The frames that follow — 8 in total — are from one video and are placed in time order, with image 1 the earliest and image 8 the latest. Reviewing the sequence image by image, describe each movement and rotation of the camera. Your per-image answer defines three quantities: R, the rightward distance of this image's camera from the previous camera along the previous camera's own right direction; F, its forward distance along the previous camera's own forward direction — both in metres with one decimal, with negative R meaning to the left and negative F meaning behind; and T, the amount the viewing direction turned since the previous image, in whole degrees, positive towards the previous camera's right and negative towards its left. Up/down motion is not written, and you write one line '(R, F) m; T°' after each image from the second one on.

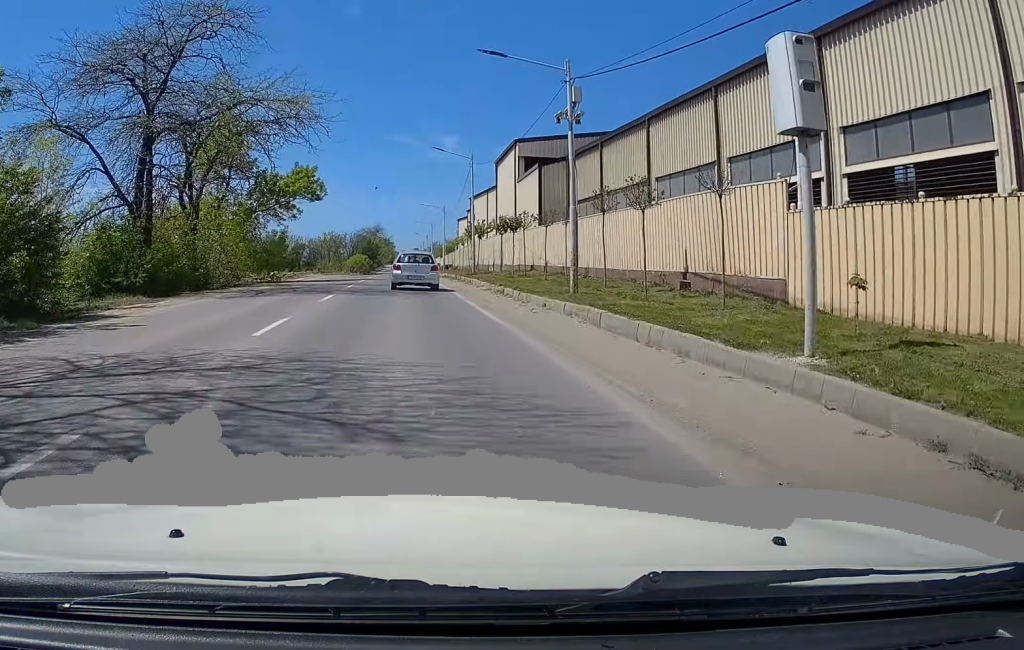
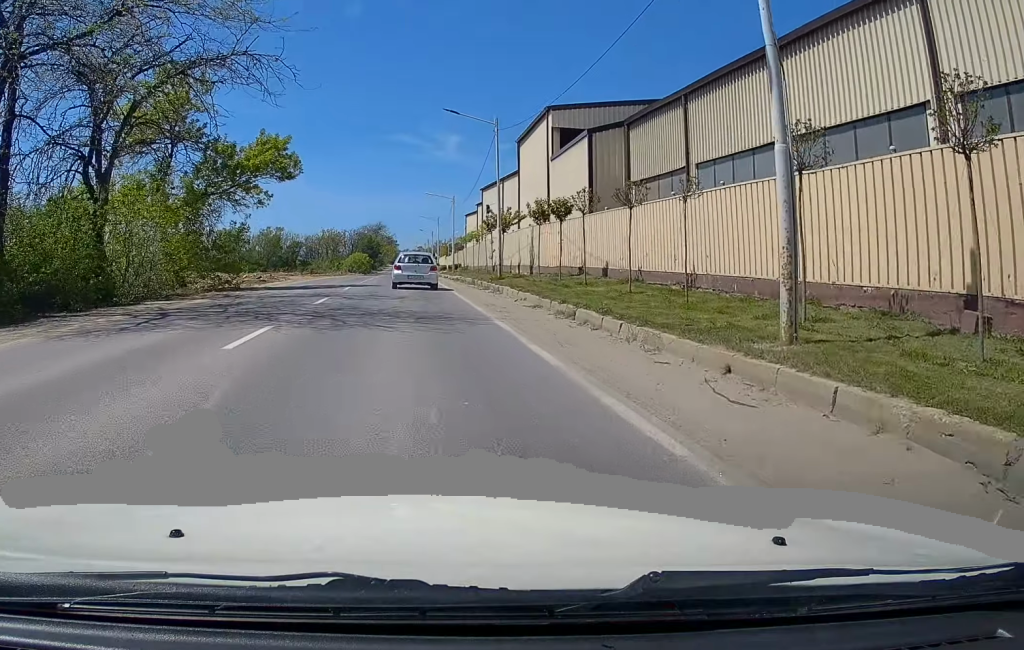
(0.0, +10.6) m; 0°
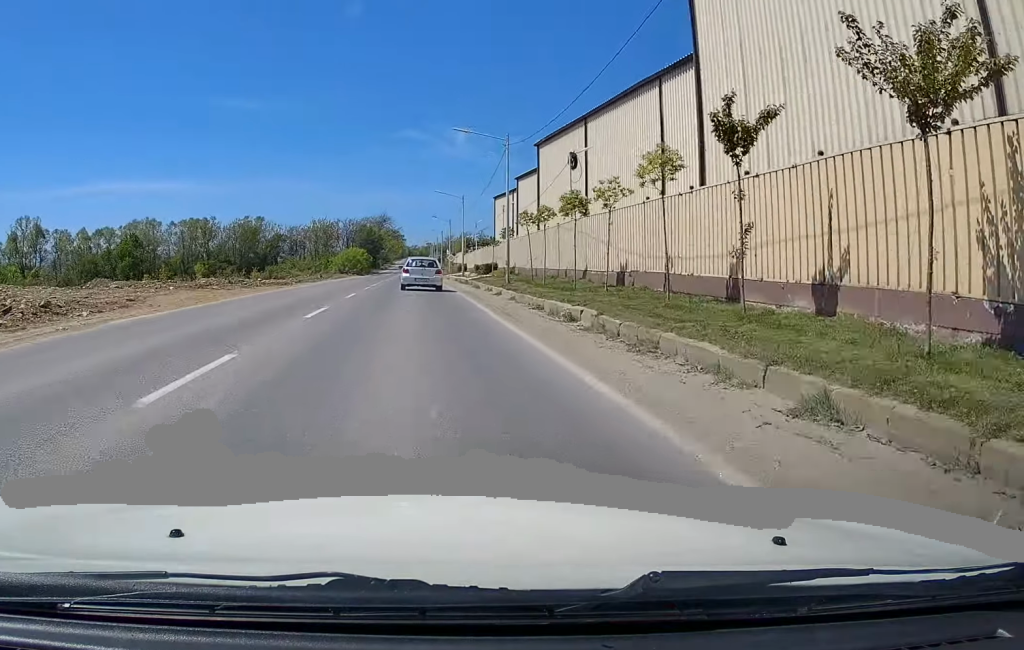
(-0.8, +29.8) m; -2°
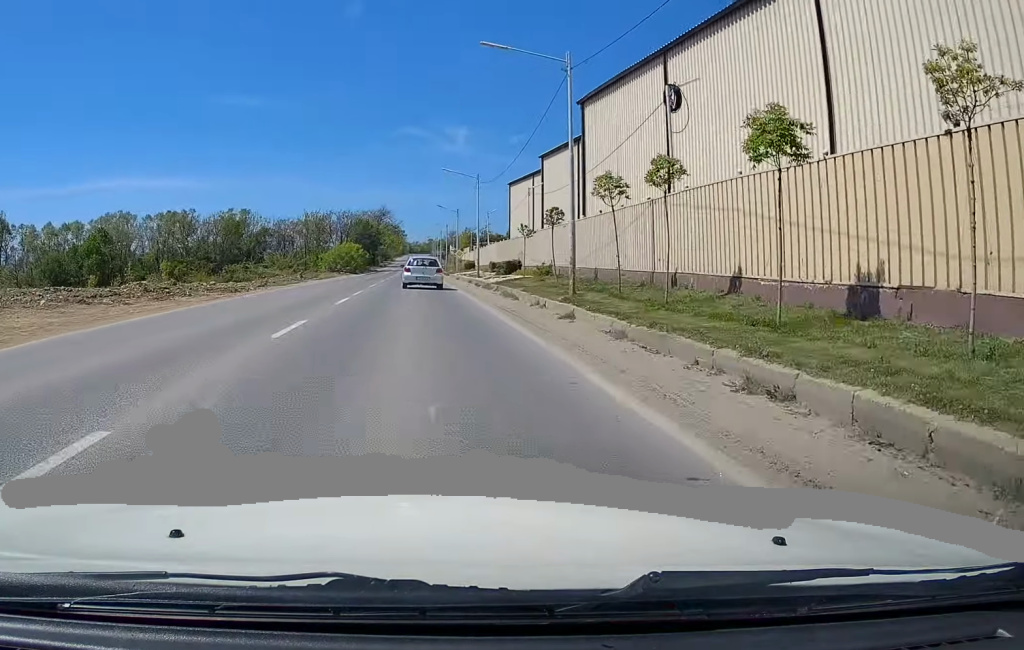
(+0.1, +12.6) m; 0°
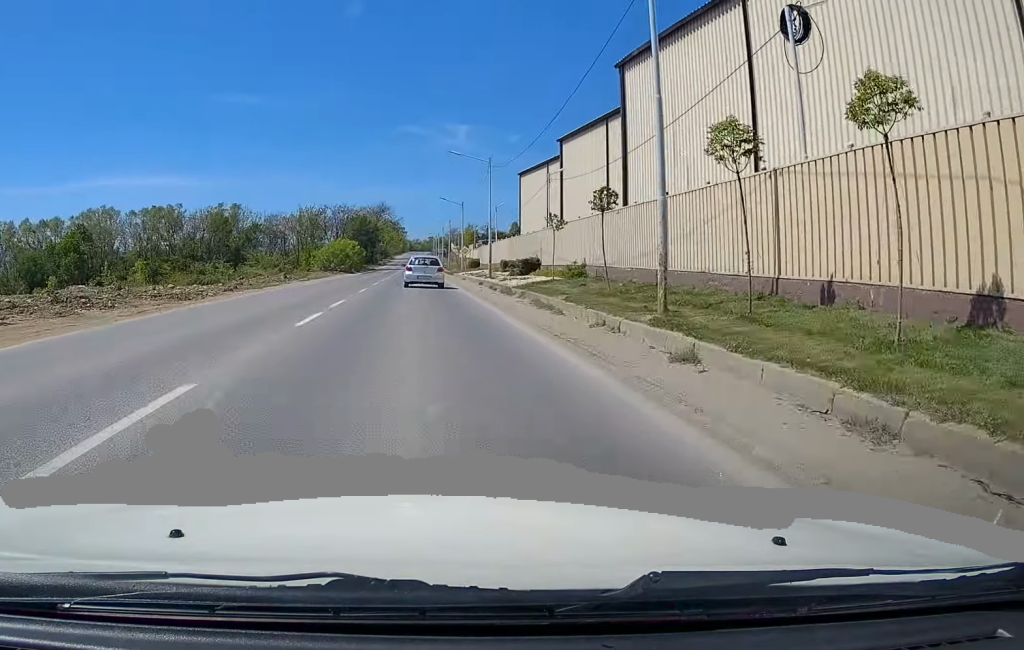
(0.0, +7.1) m; 0°
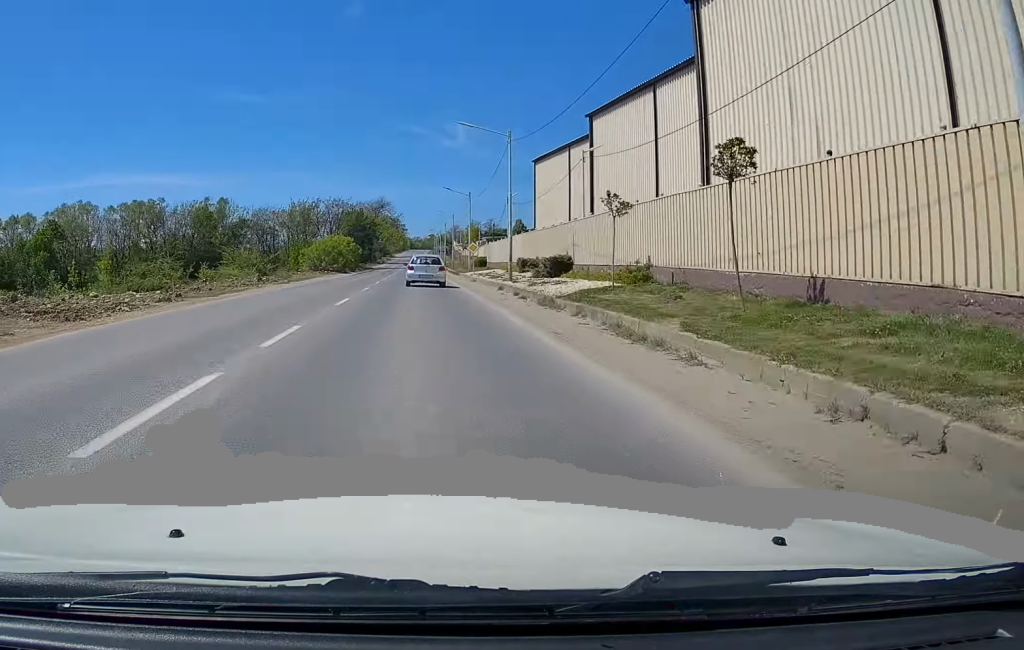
(0.0, +8.3) m; 0°
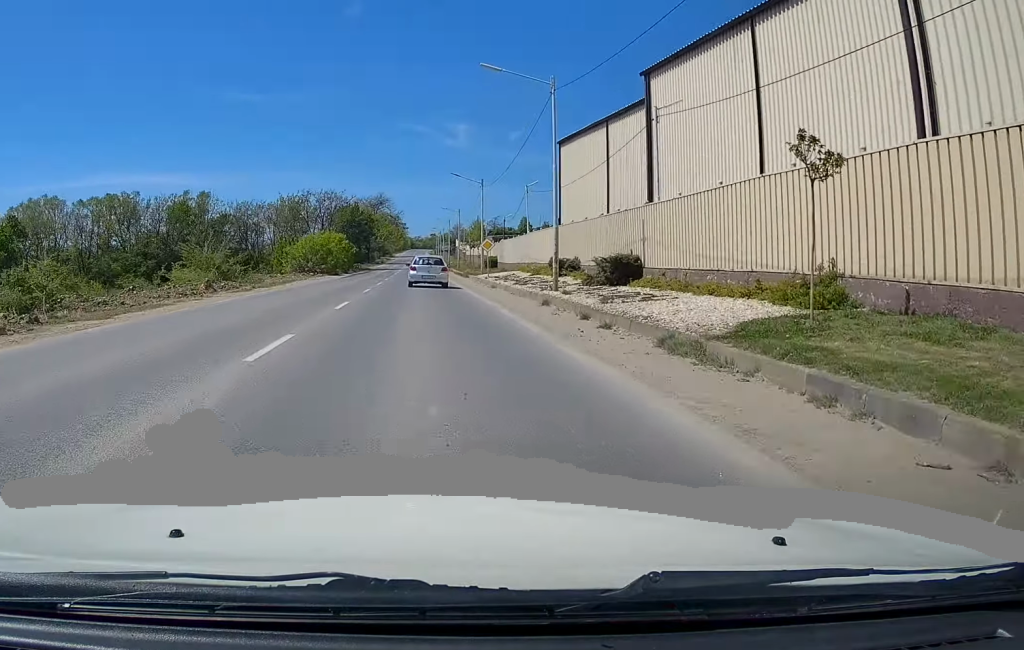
(0.0, +10.0) m; +1°
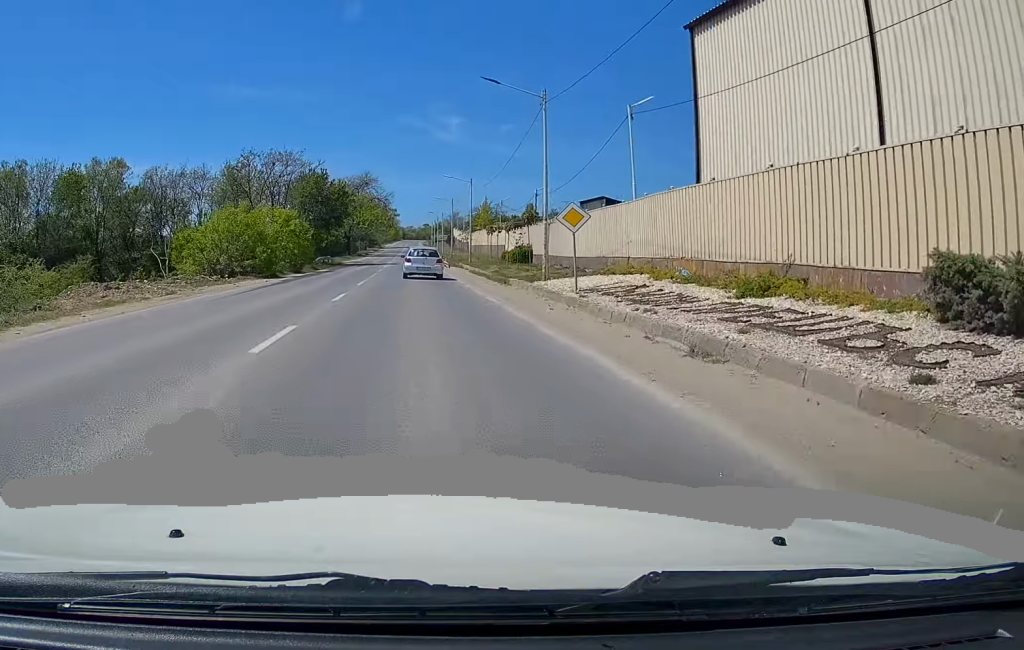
(0.0, +27.1) m; 0°
